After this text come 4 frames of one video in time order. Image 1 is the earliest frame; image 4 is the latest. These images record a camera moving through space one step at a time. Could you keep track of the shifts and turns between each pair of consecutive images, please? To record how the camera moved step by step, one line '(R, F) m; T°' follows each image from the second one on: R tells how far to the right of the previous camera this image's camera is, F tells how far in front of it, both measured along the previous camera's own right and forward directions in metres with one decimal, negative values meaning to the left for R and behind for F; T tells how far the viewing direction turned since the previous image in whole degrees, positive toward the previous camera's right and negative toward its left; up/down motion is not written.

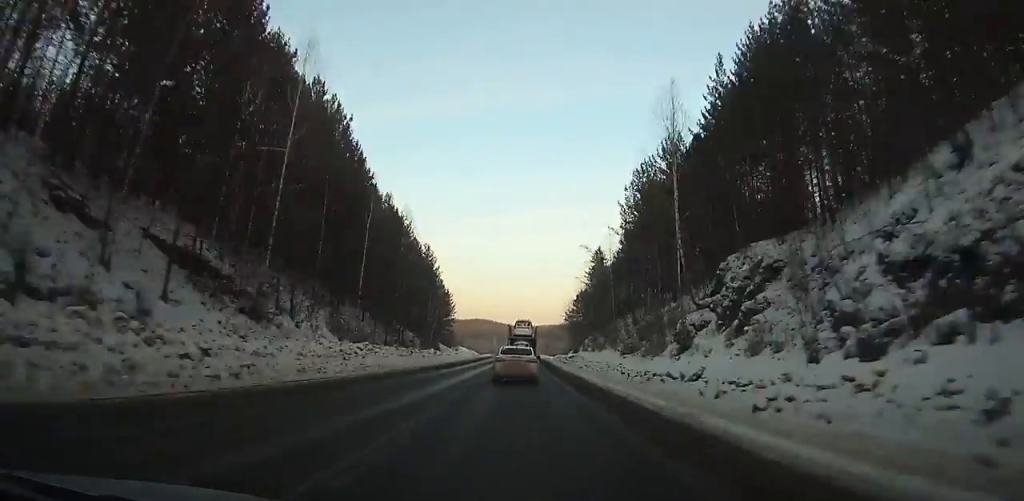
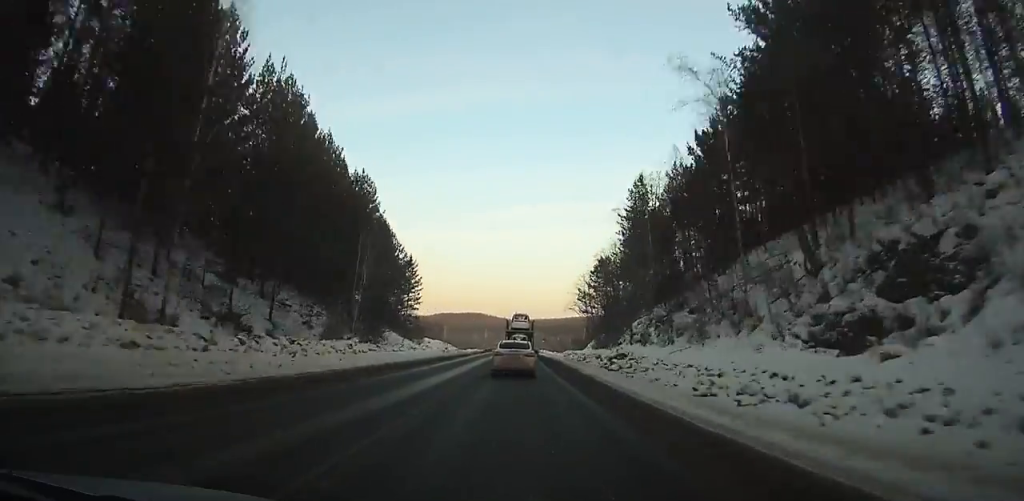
(0.0, +35.3) m; 0°
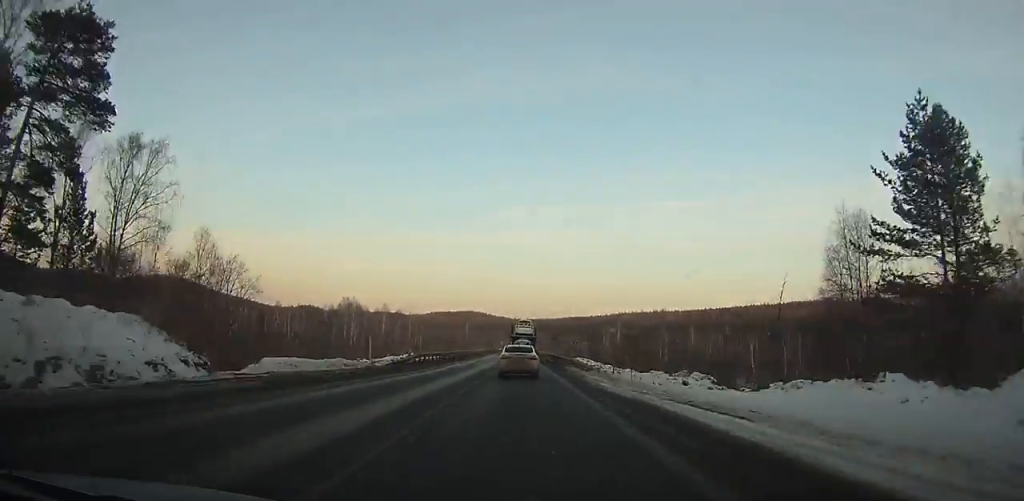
(+0.6, +85.3) m; 0°
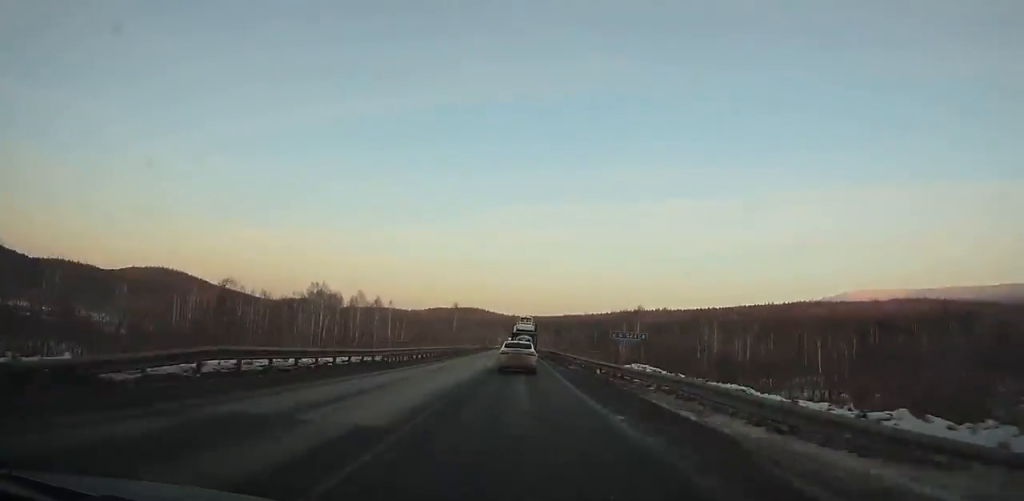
(0.0, +27.2) m; 0°
